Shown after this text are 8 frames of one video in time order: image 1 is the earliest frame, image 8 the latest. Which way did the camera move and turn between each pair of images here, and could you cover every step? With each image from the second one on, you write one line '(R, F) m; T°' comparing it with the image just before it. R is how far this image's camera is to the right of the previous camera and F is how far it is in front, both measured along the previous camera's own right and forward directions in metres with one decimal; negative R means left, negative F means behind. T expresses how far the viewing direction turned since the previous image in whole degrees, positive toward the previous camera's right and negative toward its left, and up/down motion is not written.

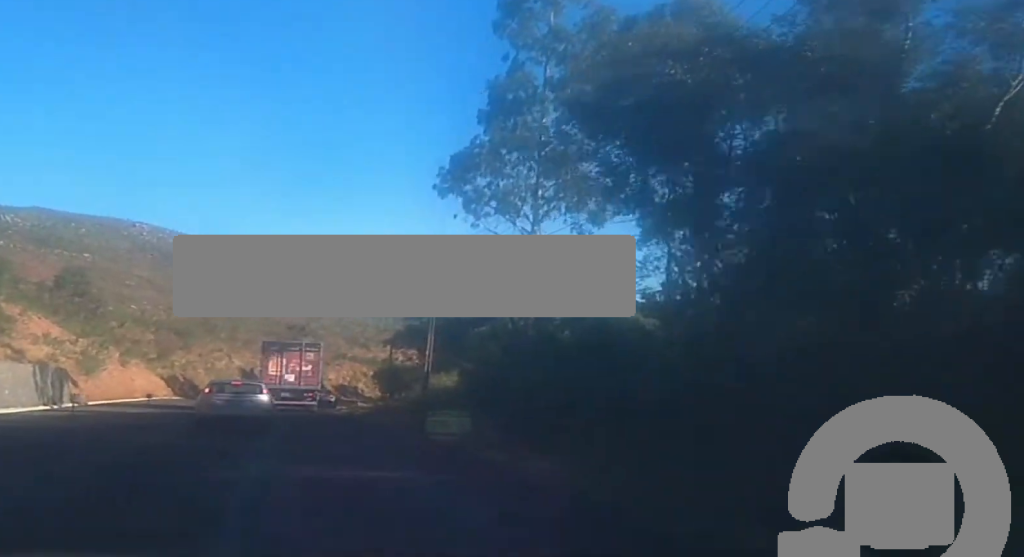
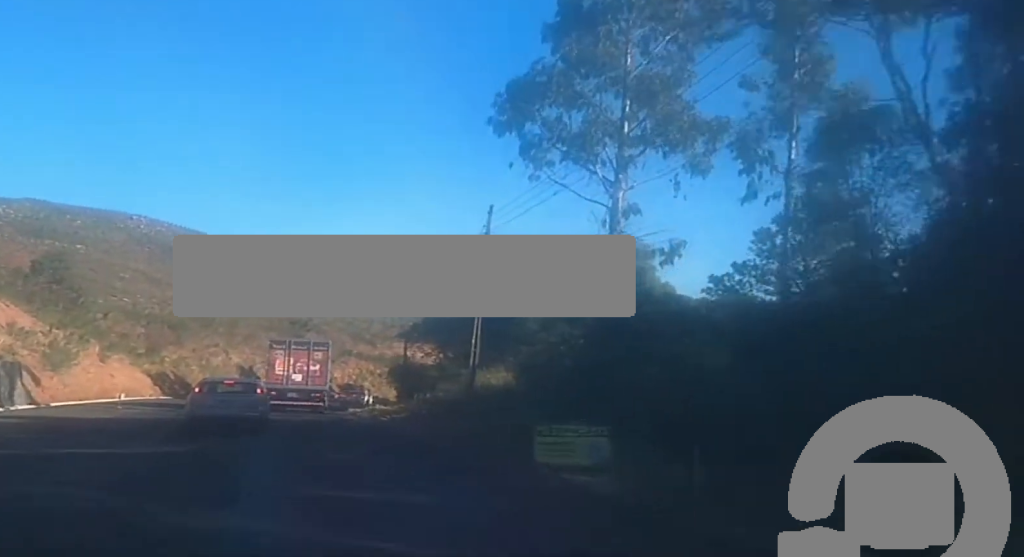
(+0.1, +10.7) m; 0°
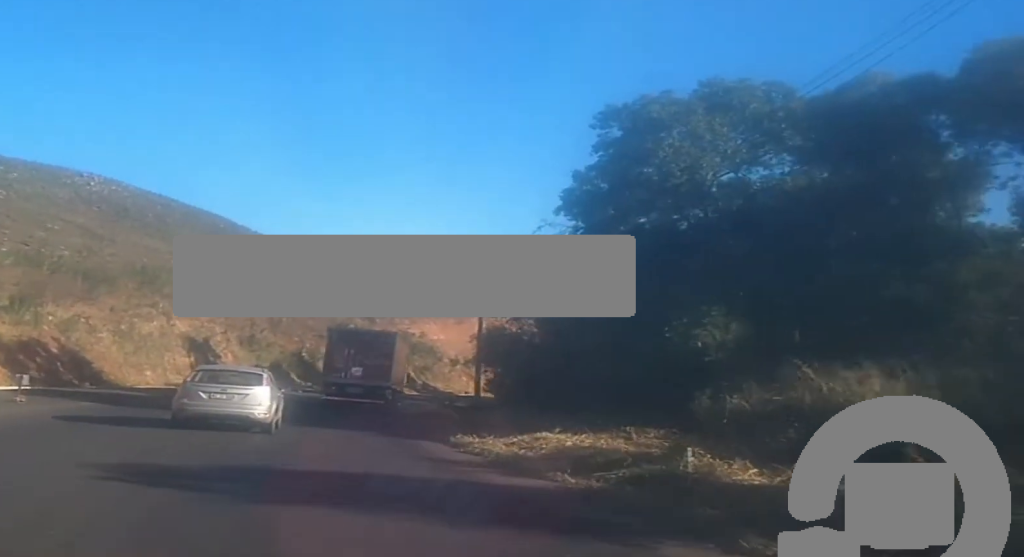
(+0.2, +41.9) m; +2°
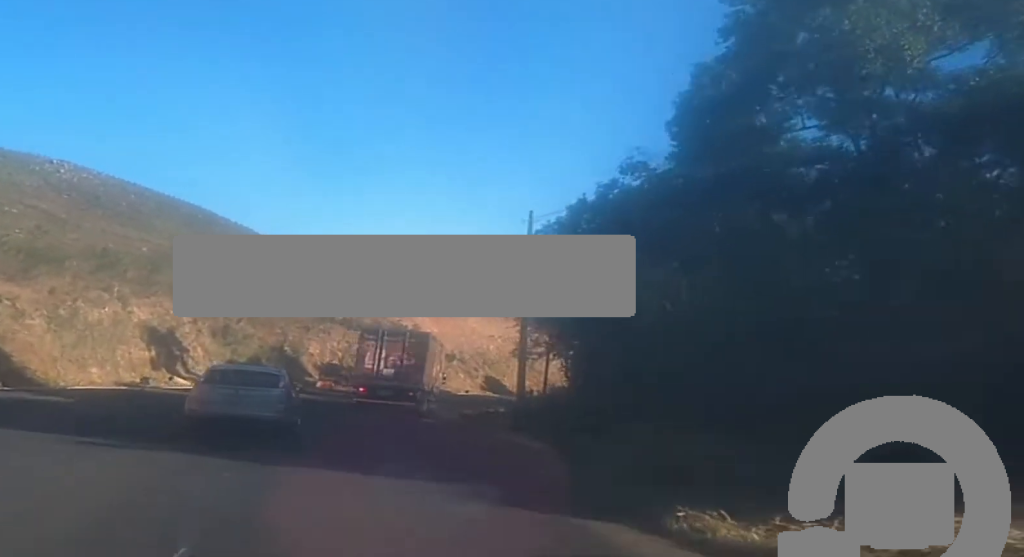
(+0.3, +13.0) m; +3°
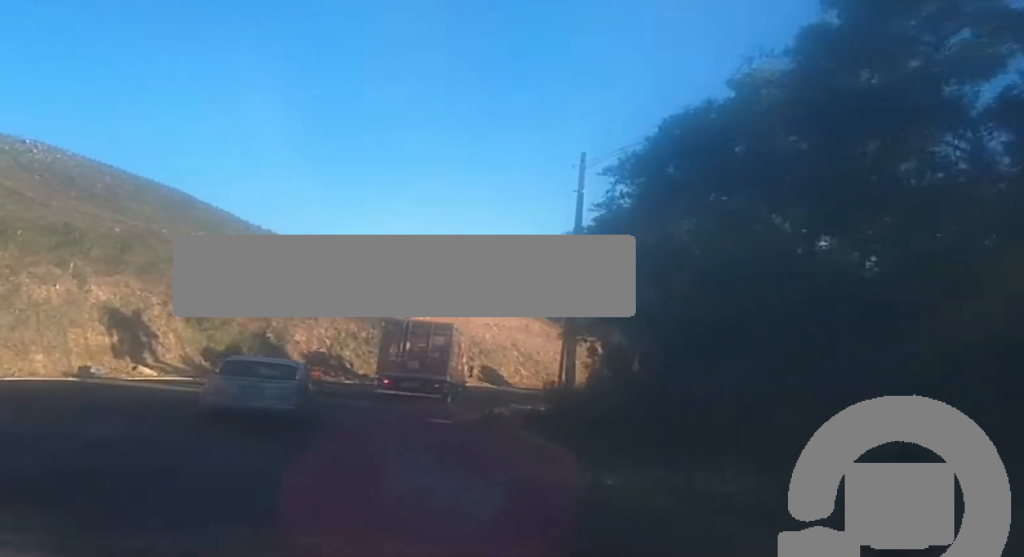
(+0.1, +9.1) m; +2°
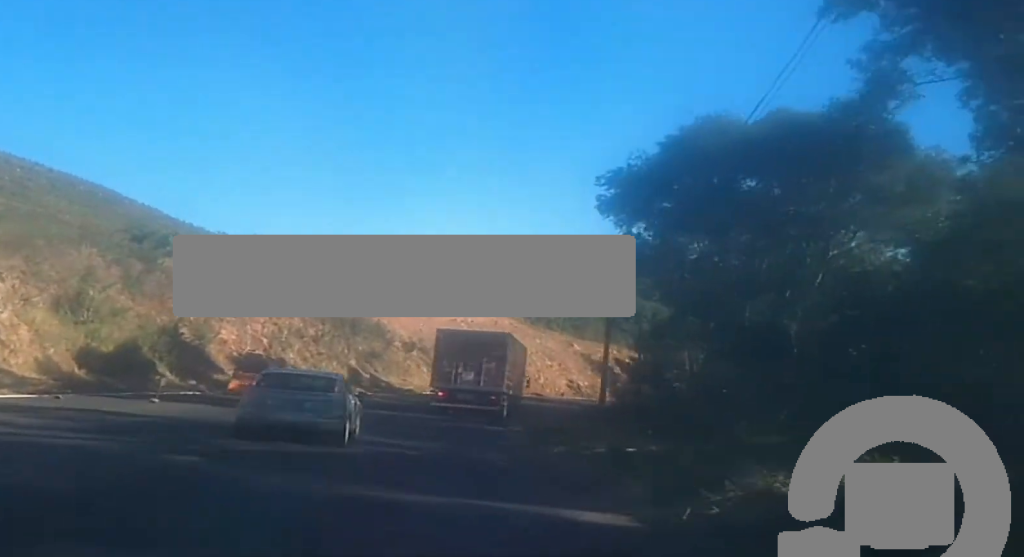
(+1.1, +24.7) m; +5°
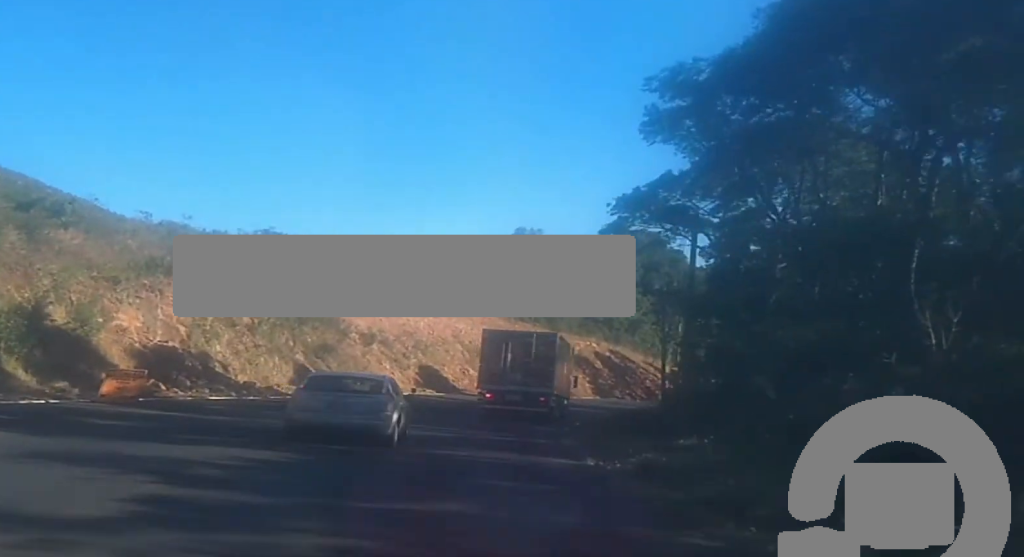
(+0.8, +23.6) m; +6°
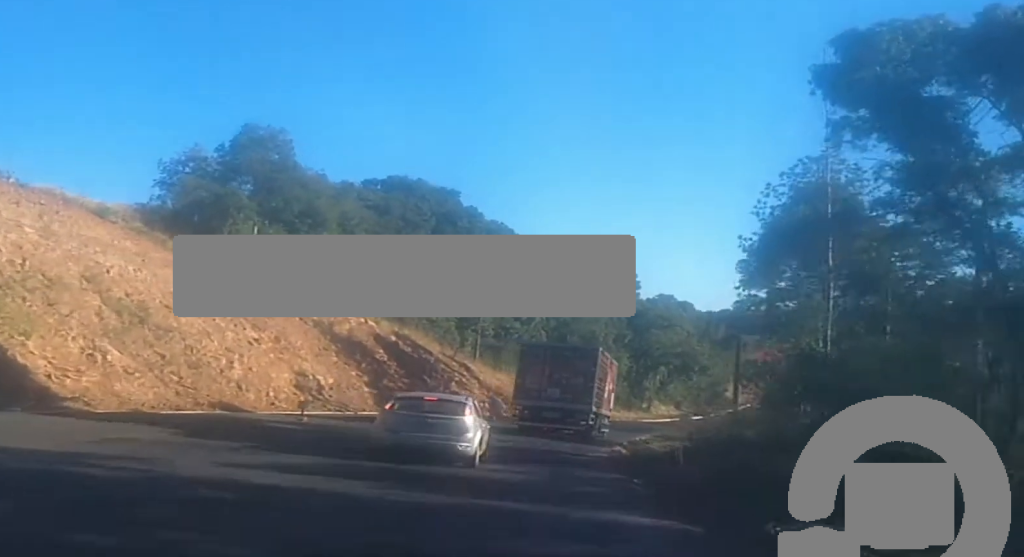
(+3.4, +34.4) m; +10°
